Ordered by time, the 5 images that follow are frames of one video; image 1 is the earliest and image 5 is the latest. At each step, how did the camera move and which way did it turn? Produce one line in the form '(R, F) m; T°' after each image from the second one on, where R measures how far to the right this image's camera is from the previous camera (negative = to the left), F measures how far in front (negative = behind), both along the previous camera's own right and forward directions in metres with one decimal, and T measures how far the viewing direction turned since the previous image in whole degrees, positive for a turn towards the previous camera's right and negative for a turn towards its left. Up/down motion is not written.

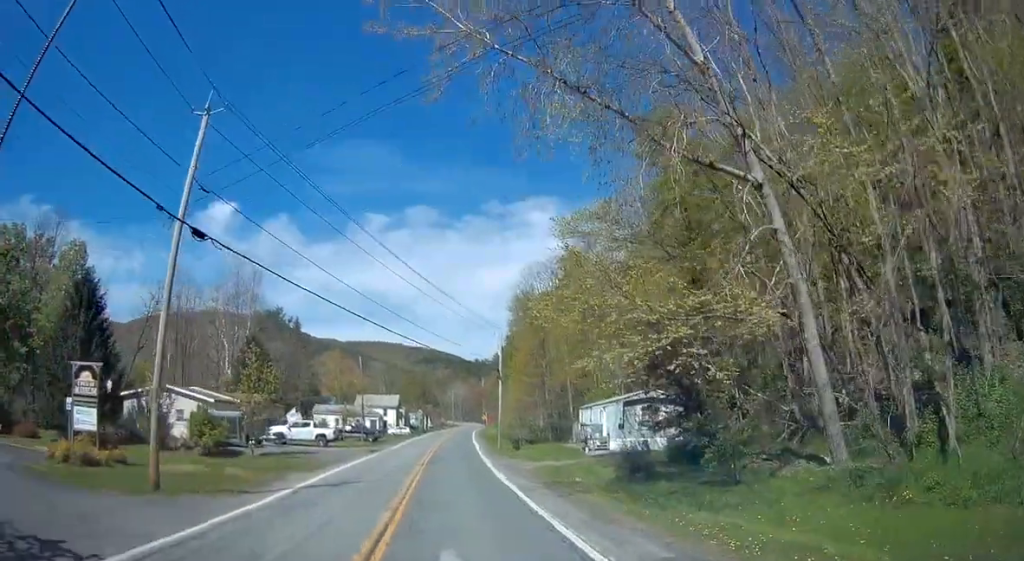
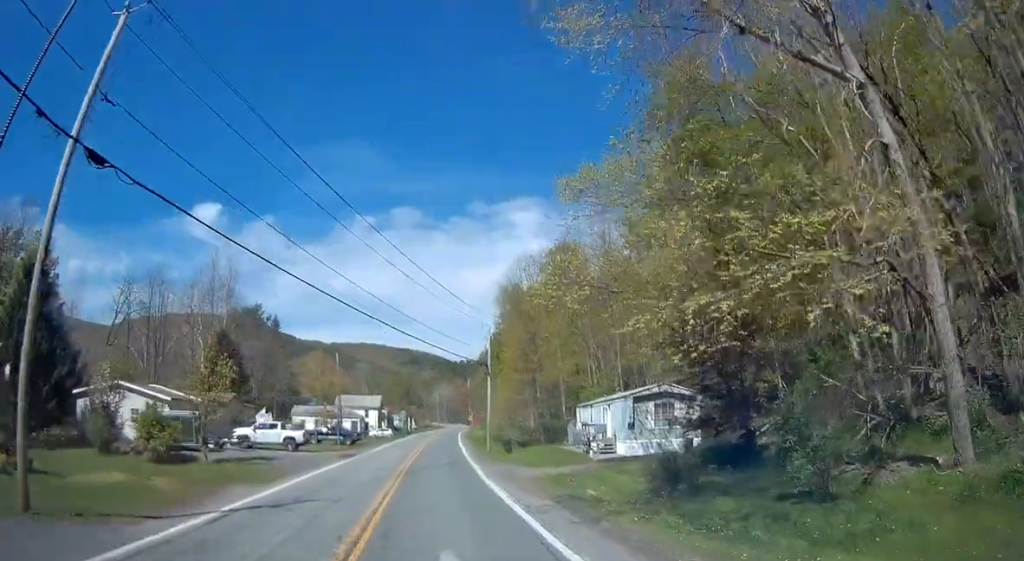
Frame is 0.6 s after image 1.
(+0.1, +5.4) m; +2°
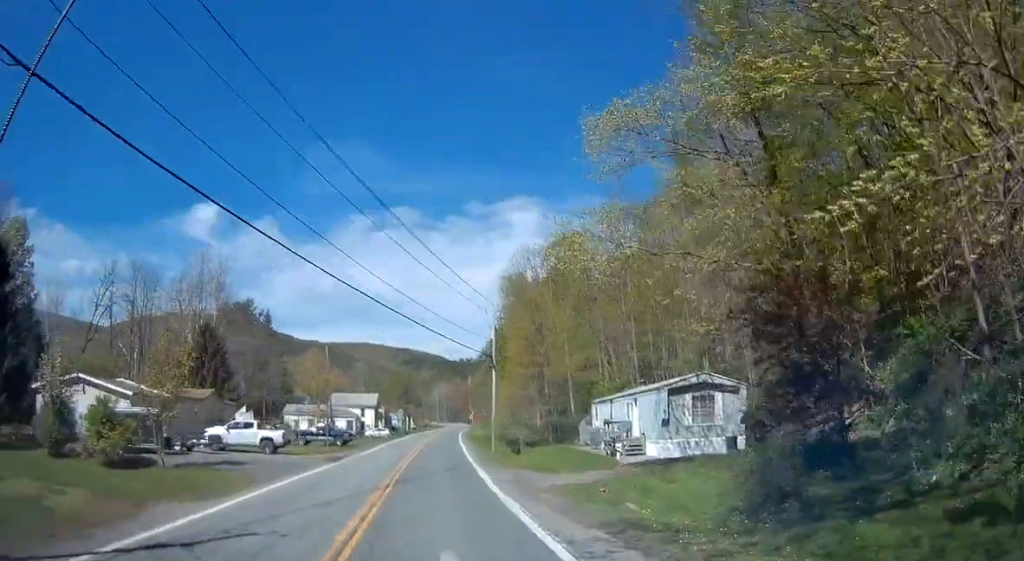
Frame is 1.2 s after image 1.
(0.0, +6.0) m; 0°
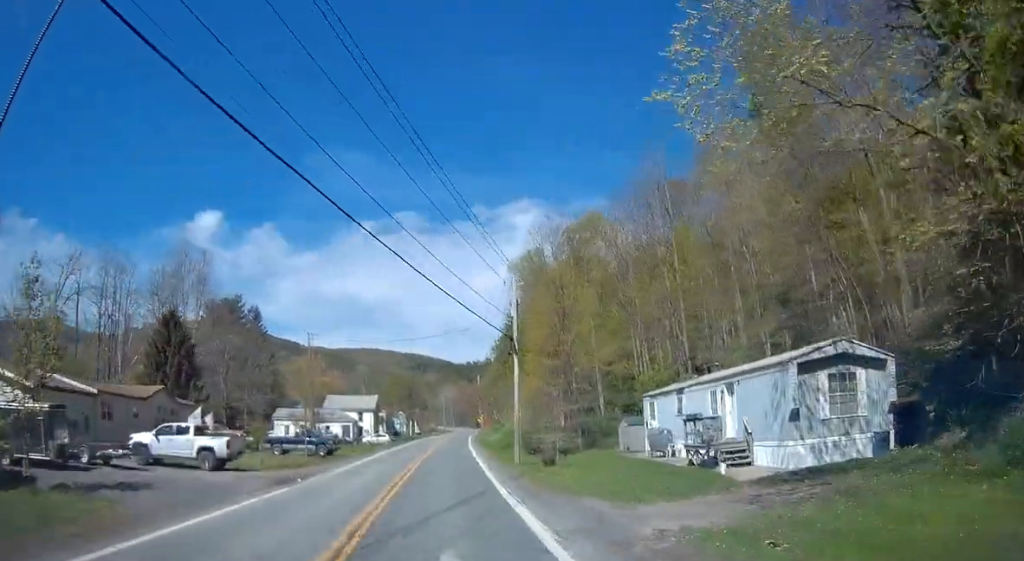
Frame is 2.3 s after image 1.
(0.0, +11.3) m; 0°
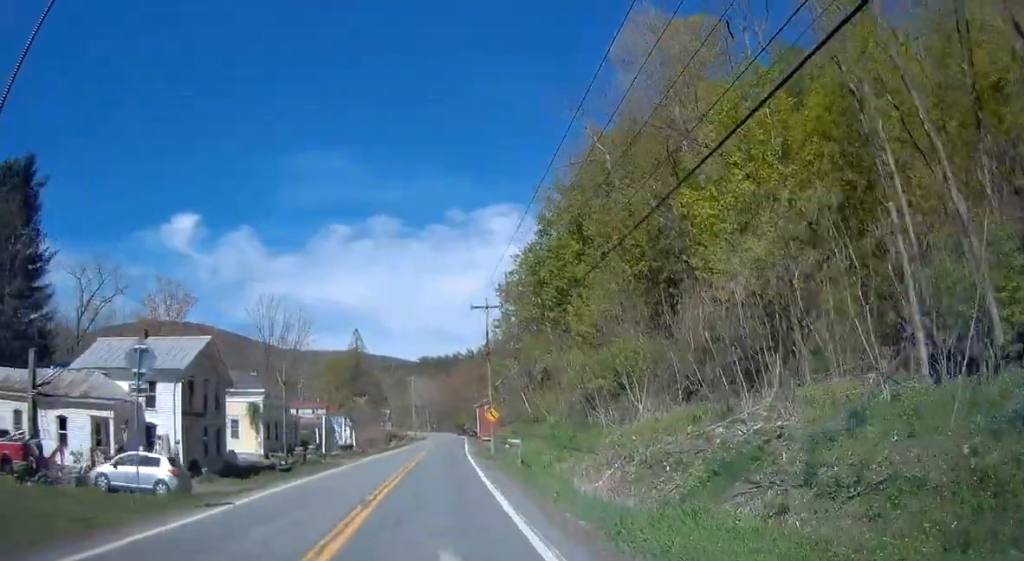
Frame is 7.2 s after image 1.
(+1.2, +65.2) m; 0°
